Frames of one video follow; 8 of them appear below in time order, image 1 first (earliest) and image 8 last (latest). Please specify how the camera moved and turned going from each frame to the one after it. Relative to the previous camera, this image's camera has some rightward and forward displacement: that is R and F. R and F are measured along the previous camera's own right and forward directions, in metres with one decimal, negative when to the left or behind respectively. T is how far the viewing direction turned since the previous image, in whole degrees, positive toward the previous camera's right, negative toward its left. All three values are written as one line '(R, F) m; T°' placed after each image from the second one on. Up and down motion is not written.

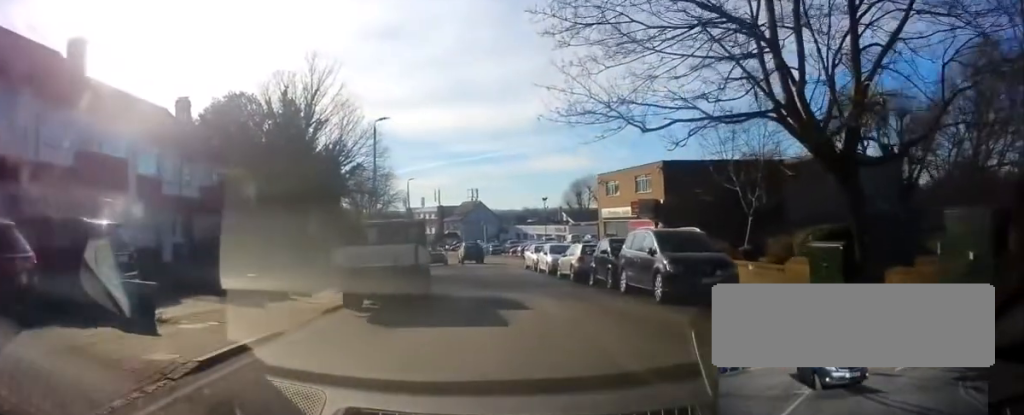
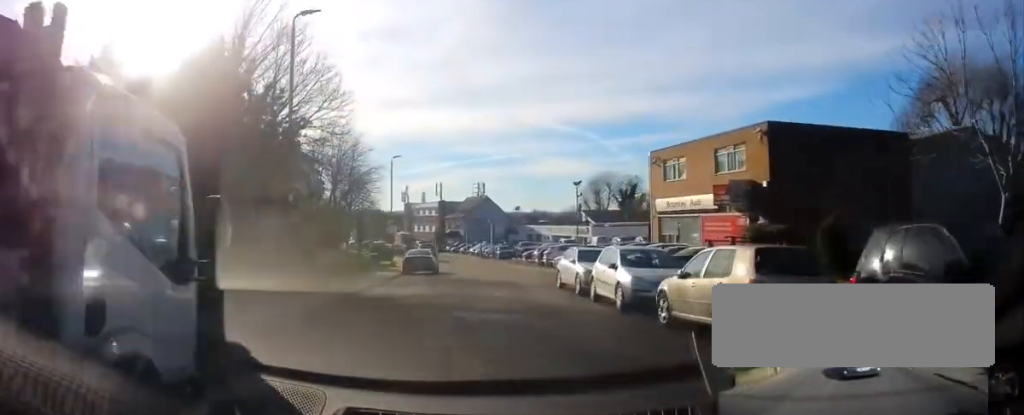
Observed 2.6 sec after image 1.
(+1.8, +13.9) m; +2°
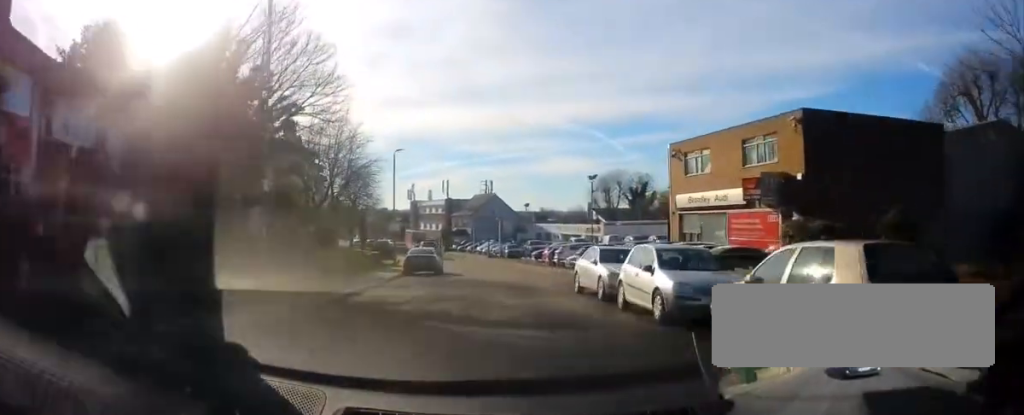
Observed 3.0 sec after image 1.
(-0.1, +2.4) m; -3°
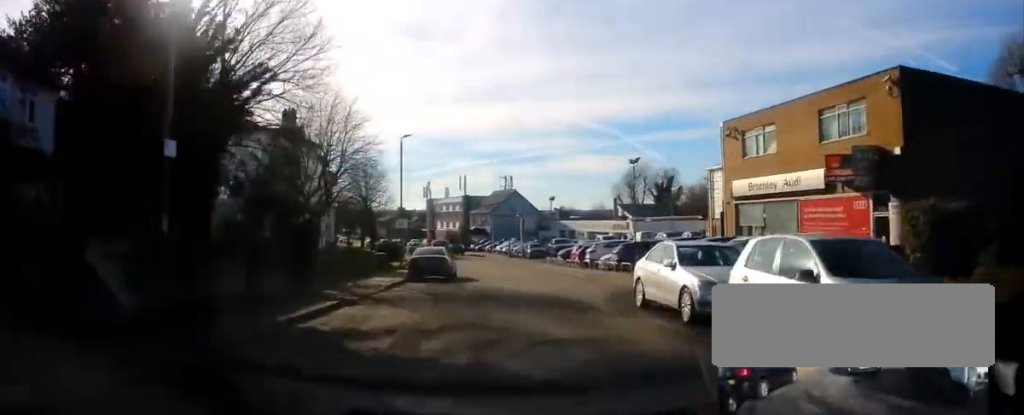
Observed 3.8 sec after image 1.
(-0.1, +5.3) m; +3°
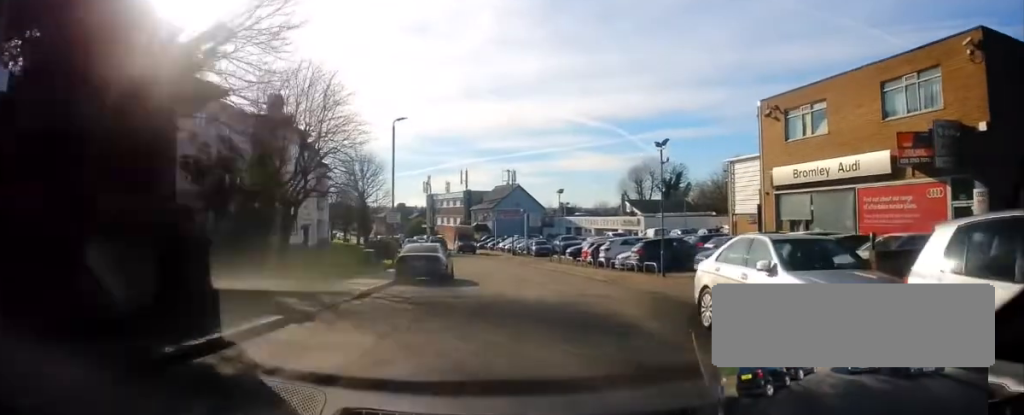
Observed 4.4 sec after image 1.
(+0.2, +3.9) m; +1°
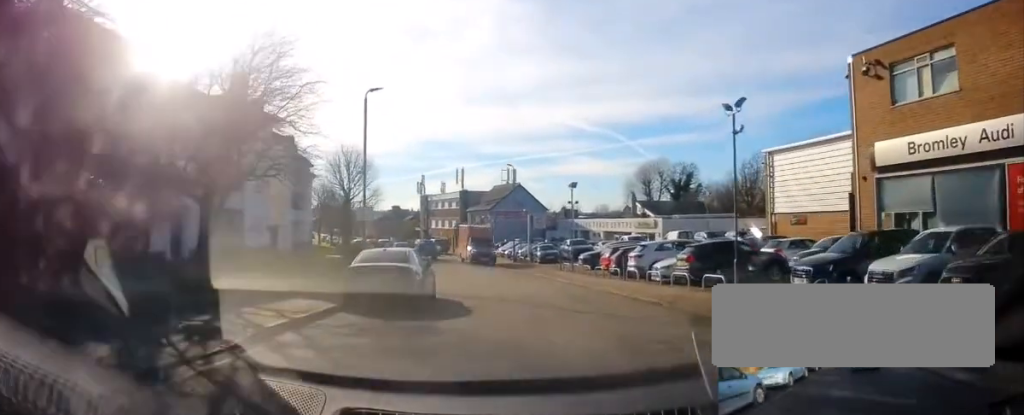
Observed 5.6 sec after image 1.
(+0.1, +7.4) m; -1°
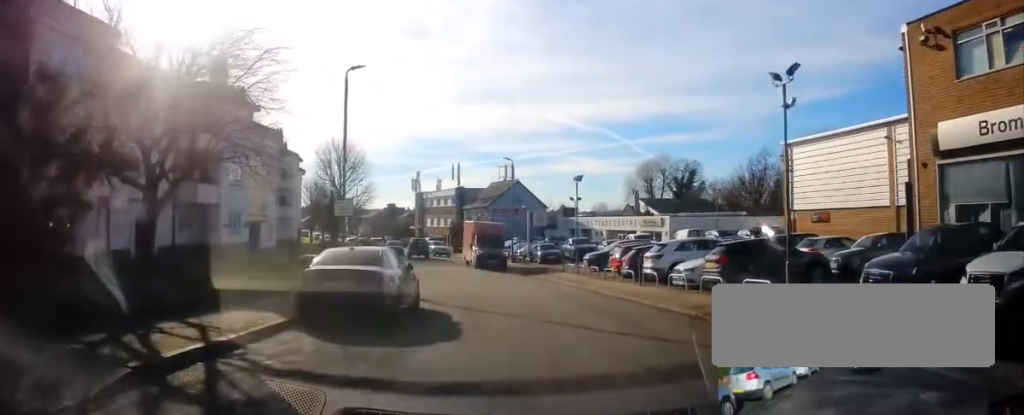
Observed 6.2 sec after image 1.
(-0.1, +3.3) m; -1°
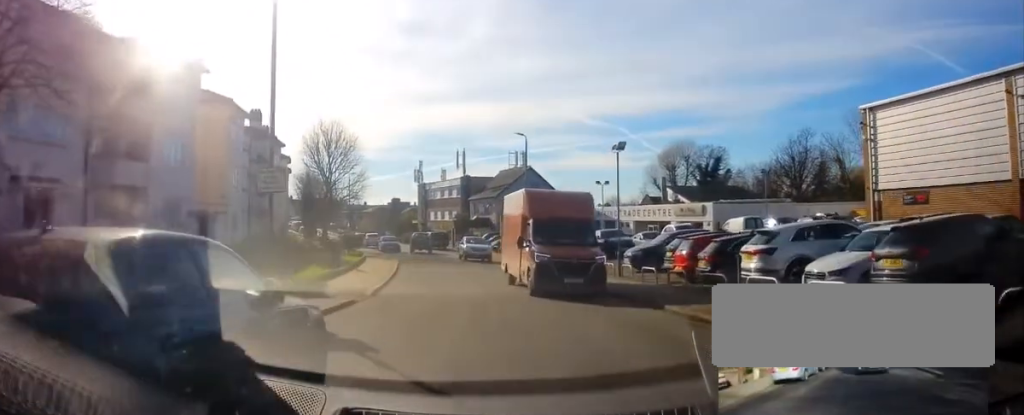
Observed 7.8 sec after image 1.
(+0.3, +8.6) m; -1°
